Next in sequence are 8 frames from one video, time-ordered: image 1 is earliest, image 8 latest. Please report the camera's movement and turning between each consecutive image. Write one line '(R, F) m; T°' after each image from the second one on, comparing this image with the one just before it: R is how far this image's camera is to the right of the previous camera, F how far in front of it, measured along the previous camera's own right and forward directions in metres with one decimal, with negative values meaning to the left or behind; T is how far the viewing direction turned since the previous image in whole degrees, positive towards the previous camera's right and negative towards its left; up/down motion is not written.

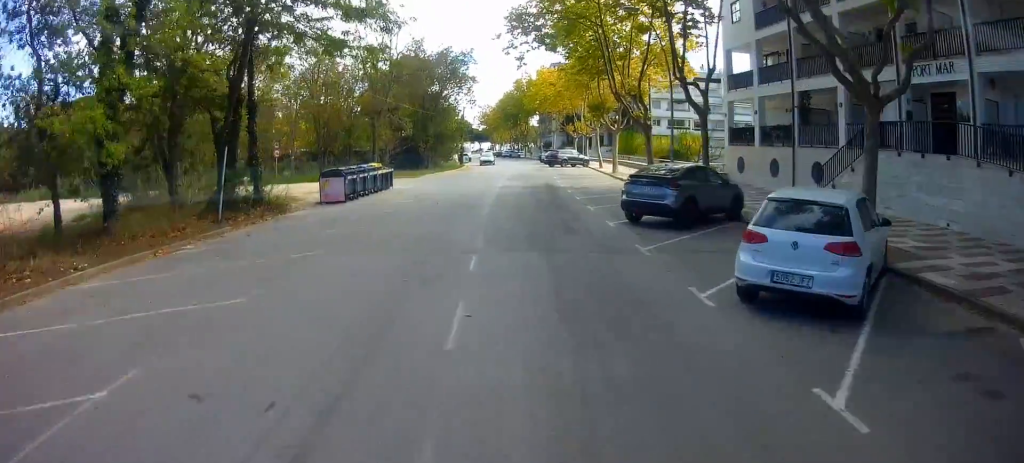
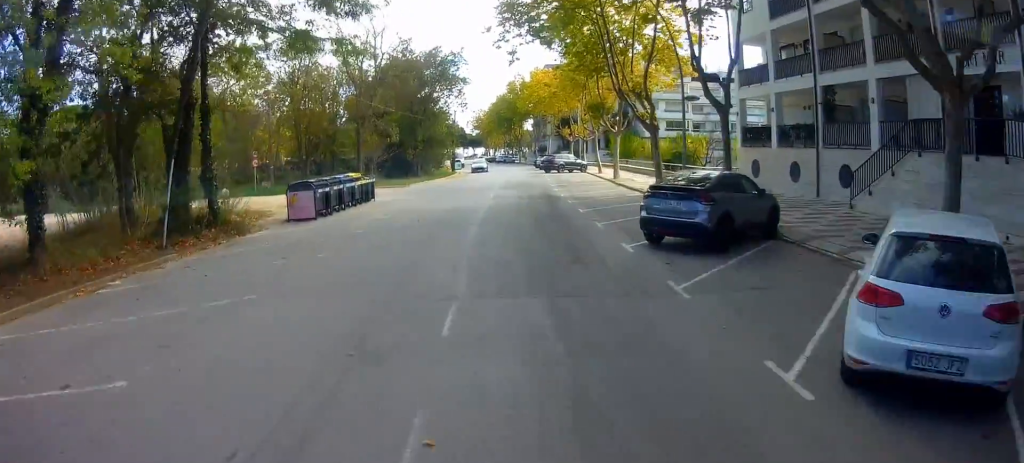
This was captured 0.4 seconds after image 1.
(+0.1, +2.6) m; +3°
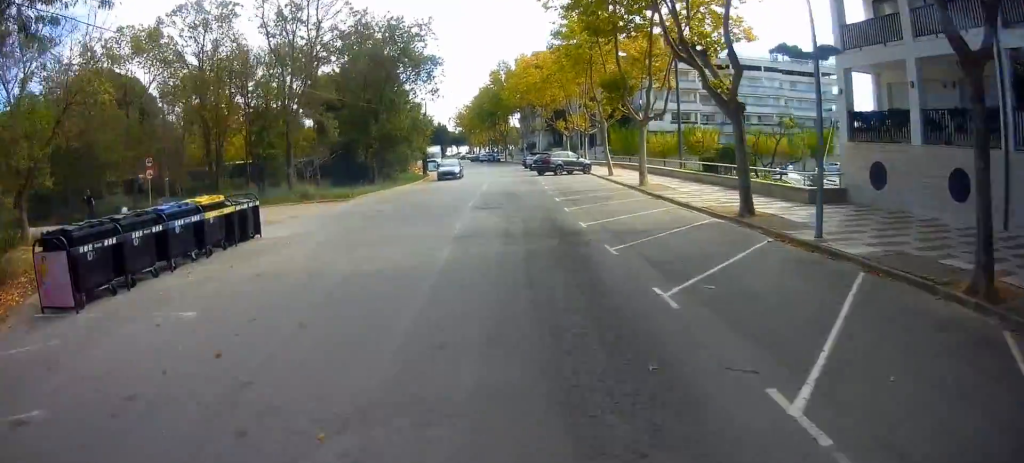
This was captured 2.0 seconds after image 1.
(+0.9, +10.9) m; +1°
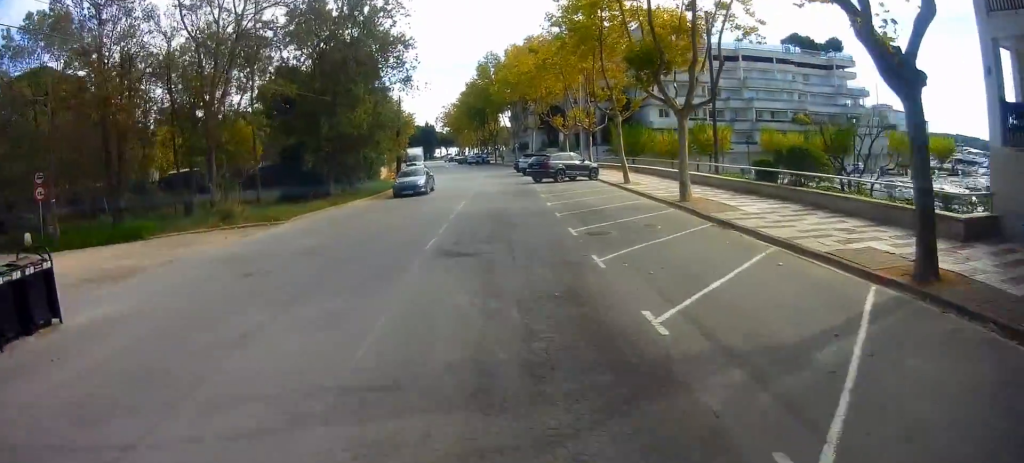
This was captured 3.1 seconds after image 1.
(-0.8, +7.4) m; -5°
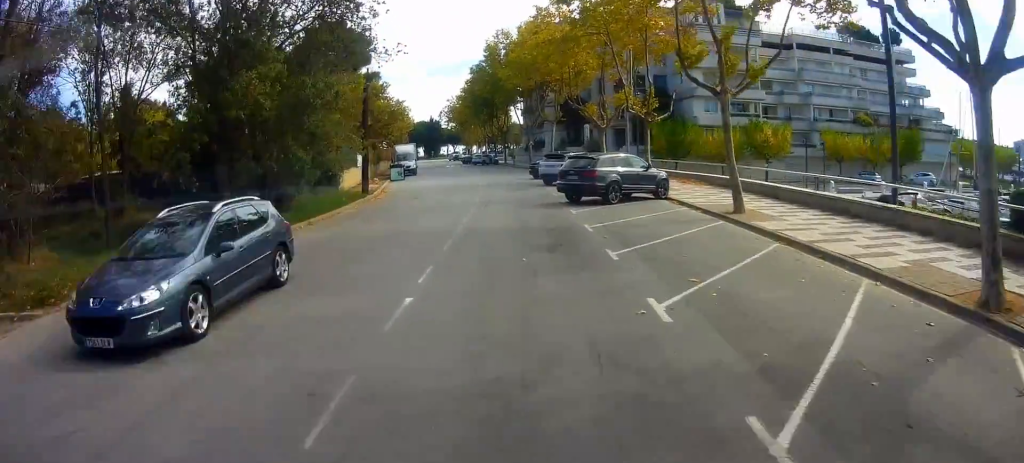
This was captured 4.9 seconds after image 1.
(0.0, +12.4) m; -2°
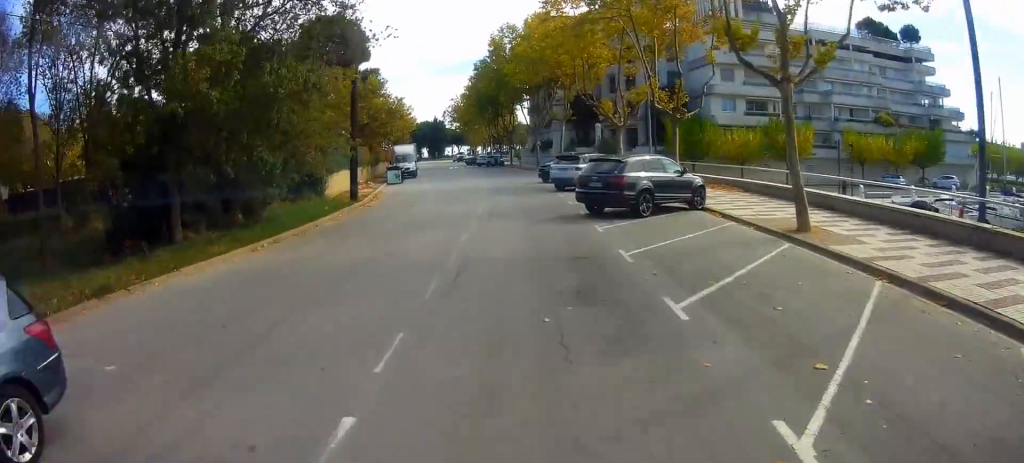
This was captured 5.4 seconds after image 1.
(0.0, +3.4) m; +3°
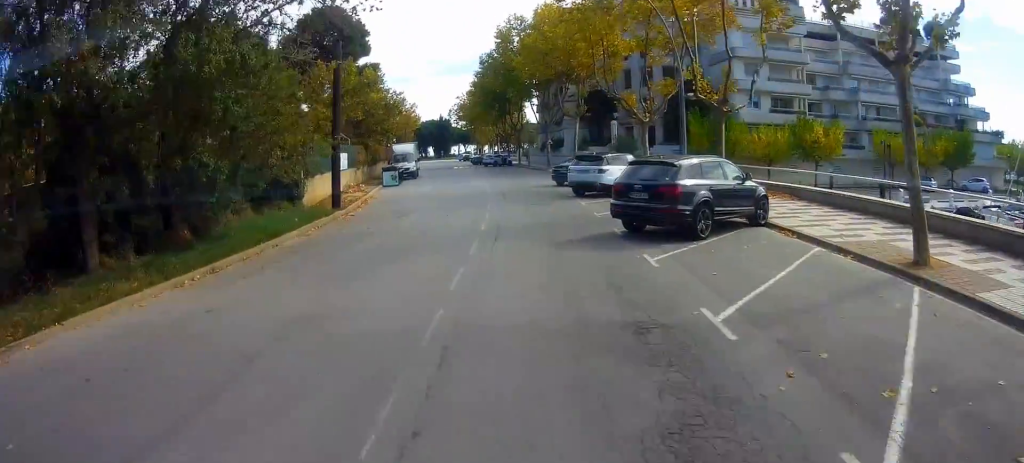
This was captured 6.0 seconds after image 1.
(-0.2, +4.0) m; +4°
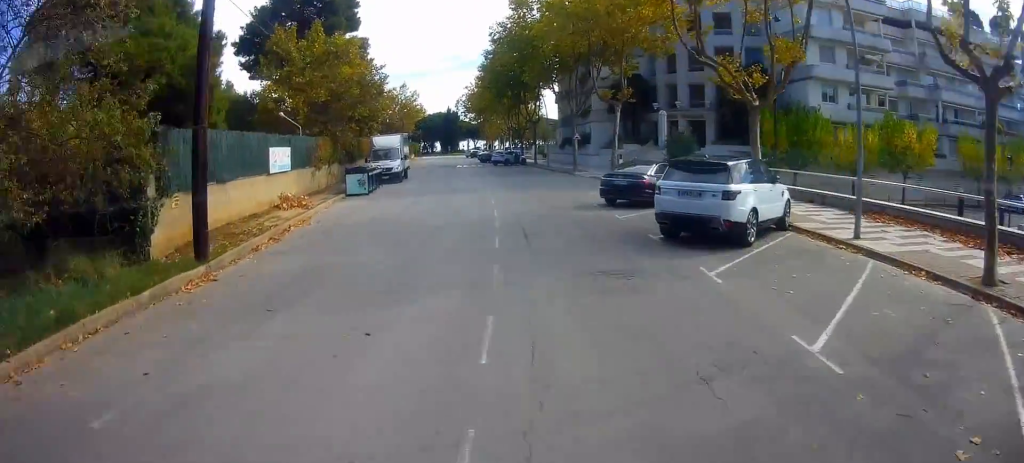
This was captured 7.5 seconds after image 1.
(+0.3, +11.8) m; -5°
